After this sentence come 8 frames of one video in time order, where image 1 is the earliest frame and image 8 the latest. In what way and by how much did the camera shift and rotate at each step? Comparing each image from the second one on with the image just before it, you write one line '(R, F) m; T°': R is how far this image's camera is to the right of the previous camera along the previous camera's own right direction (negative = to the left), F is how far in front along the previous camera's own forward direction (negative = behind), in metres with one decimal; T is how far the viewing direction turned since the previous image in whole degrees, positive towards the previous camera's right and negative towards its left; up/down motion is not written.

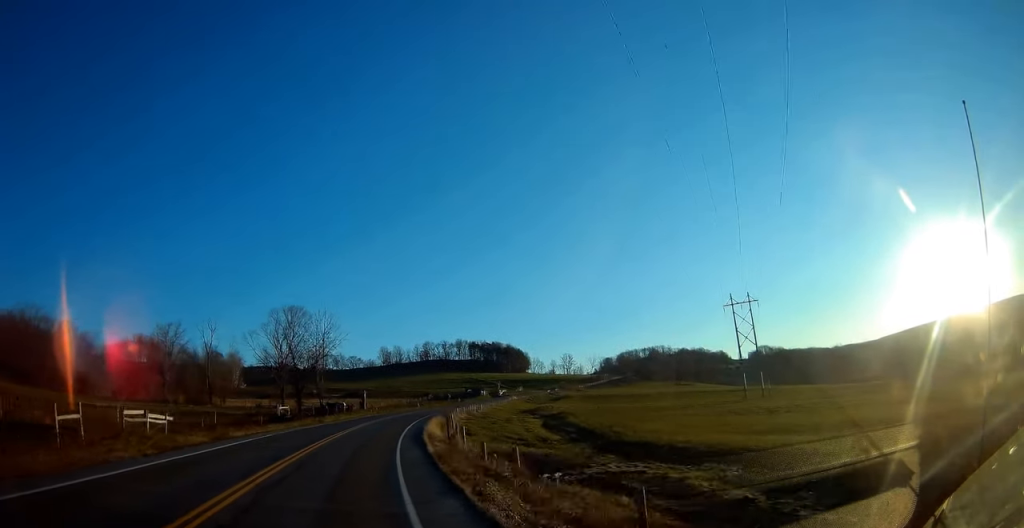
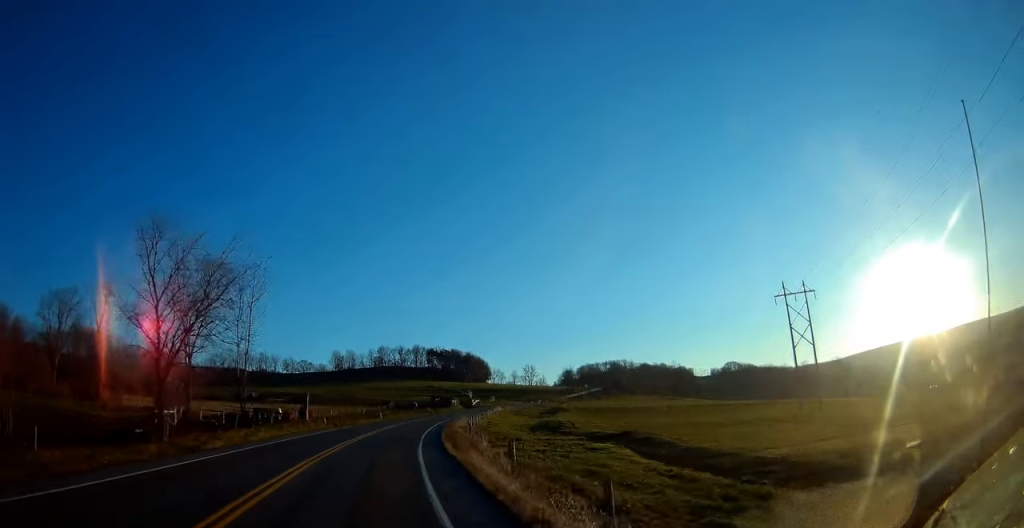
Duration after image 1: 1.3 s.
(+1.2, +29.6) m; +5°
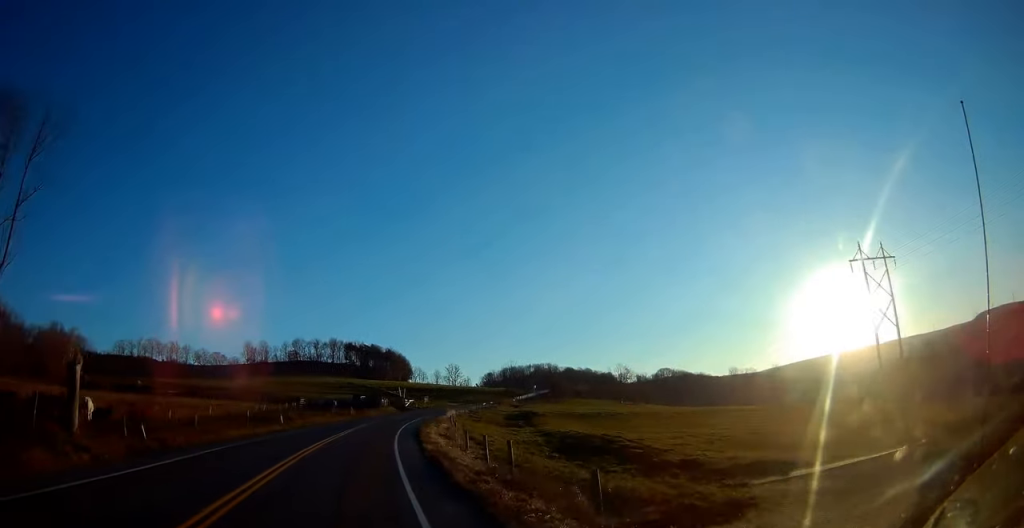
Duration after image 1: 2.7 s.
(+2.2, +33.8) m; +7°
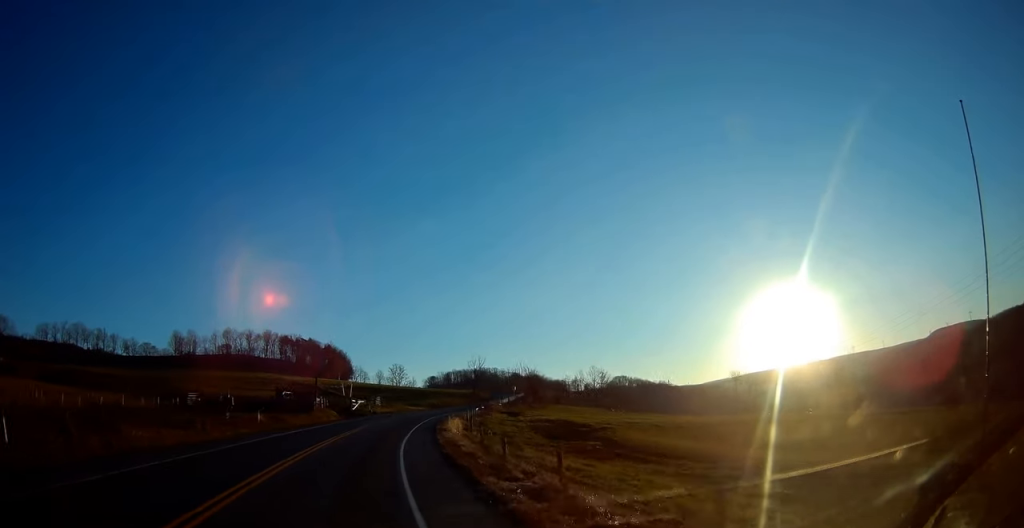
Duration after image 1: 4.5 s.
(+2.3, +40.6) m; +7°
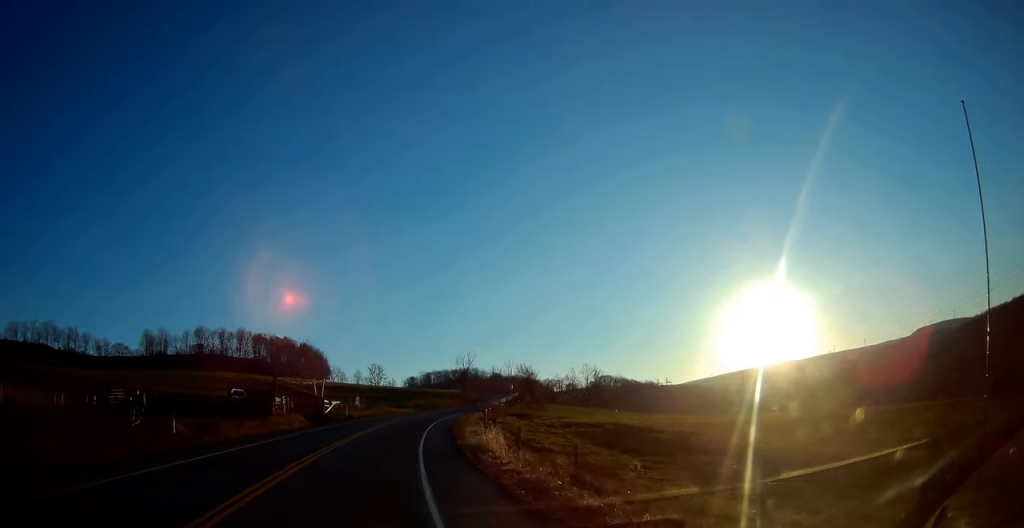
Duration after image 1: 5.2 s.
(+0.5, +16.8) m; +3°
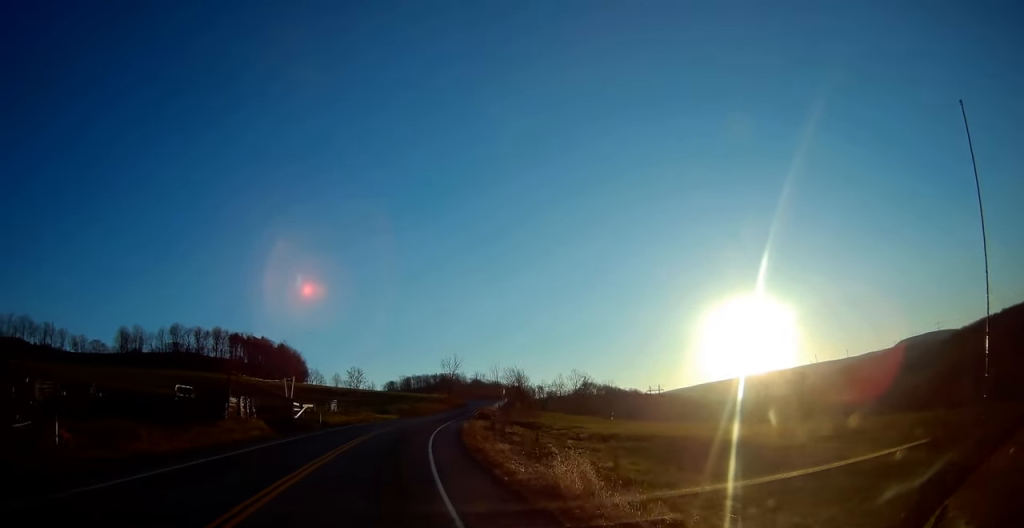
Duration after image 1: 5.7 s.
(+0.3, +10.7) m; +2°
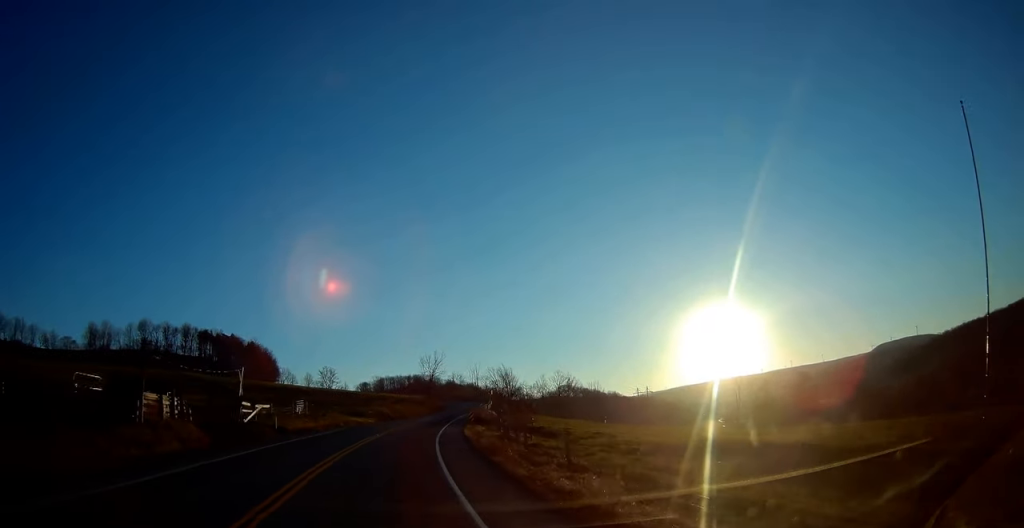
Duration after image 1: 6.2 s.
(+0.2, +12.1) m; +3°
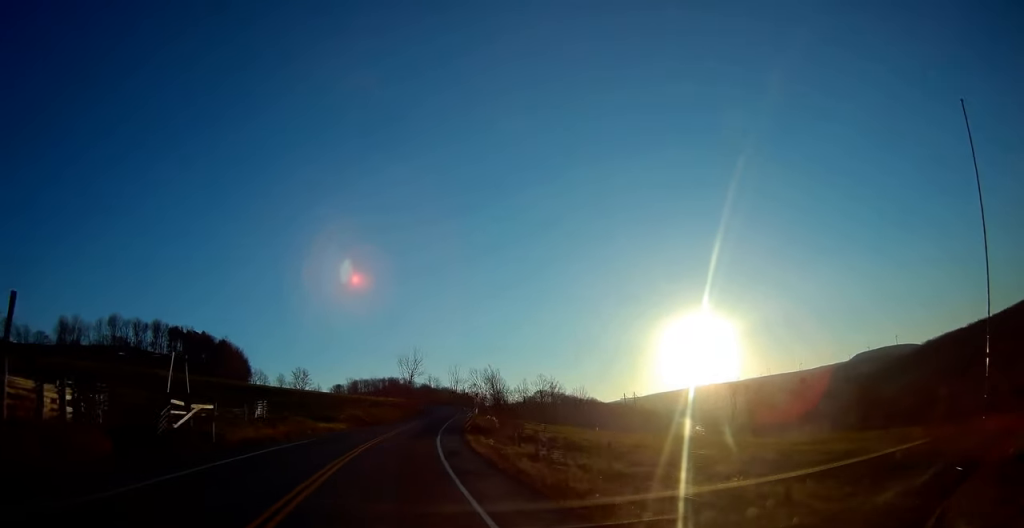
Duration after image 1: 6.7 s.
(-0.1, +10.5) m; +3°
